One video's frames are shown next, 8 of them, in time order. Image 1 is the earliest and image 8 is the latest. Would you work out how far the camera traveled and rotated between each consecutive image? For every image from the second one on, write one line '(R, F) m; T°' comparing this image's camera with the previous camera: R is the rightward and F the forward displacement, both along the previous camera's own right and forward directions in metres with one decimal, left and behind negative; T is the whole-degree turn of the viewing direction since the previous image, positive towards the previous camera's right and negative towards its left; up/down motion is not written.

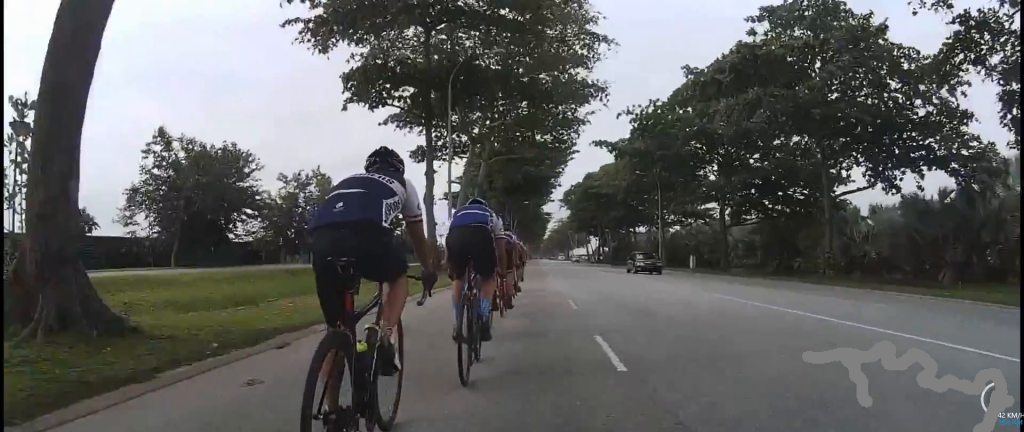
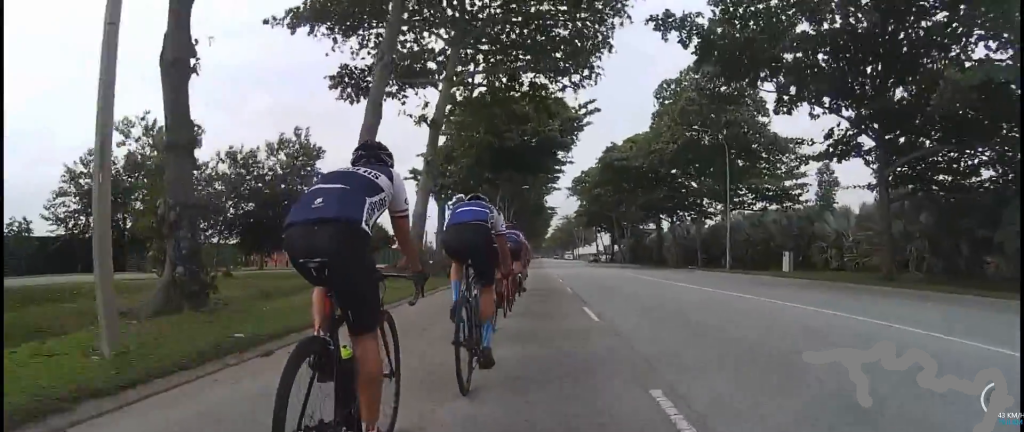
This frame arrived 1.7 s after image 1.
(-1.1, +20.8) m; -1°
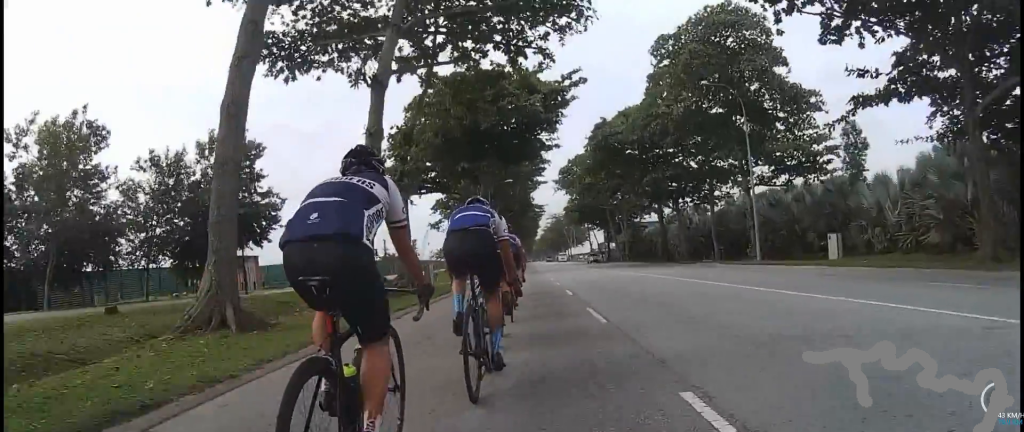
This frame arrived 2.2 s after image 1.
(+0.6, +6.6) m; +2°
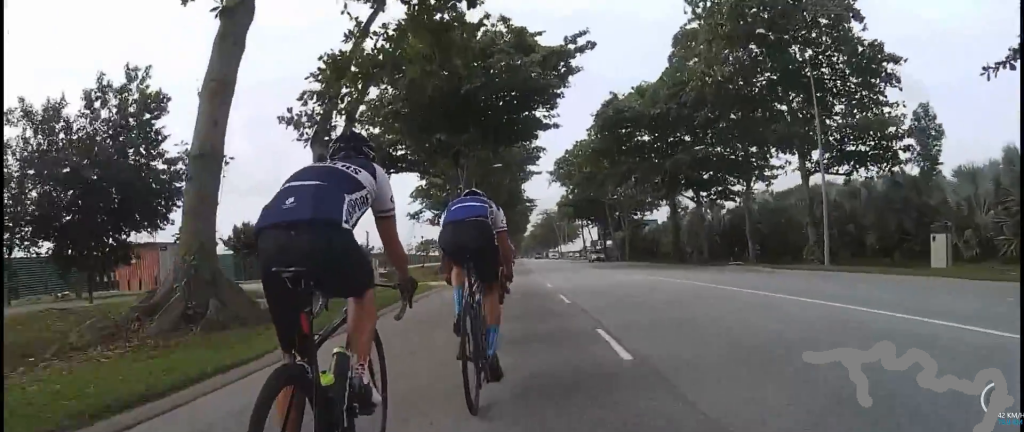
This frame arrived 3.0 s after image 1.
(-0.5, +8.8) m; 0°
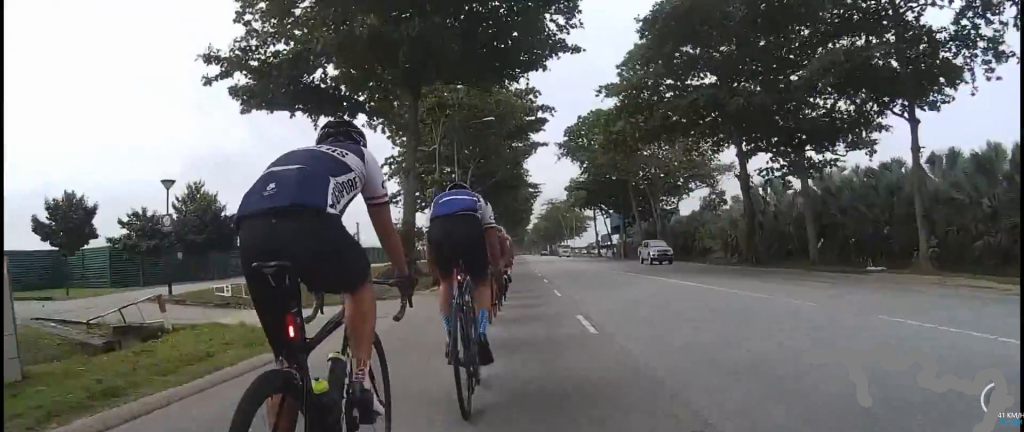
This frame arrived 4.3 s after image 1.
(+0.5, +16.0) m; 0°
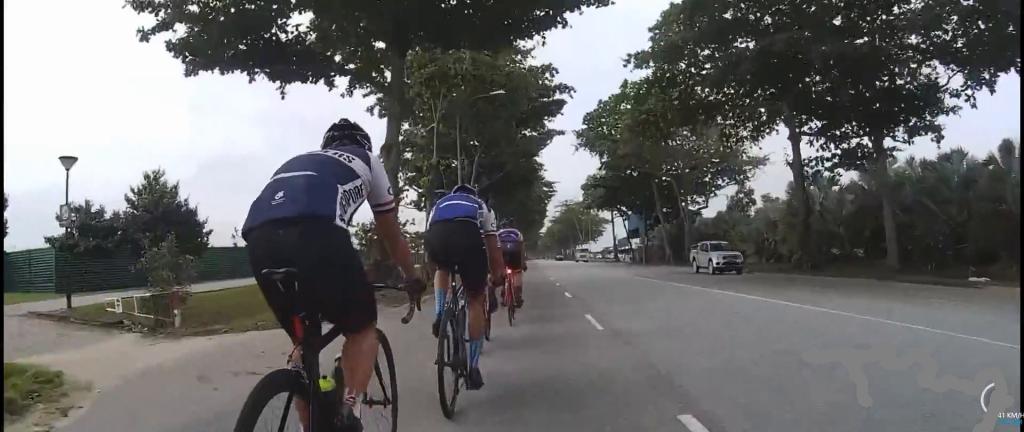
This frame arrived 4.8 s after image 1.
(-0.3, +5.5) m; 0°
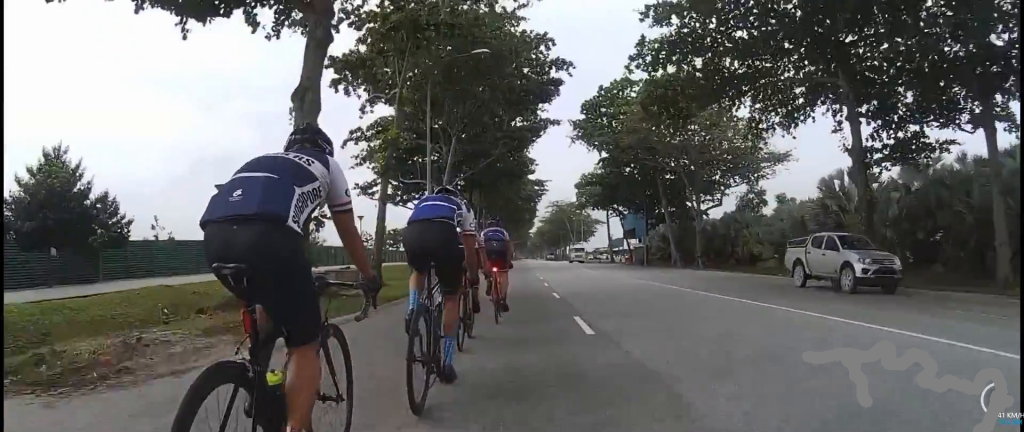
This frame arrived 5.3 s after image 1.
(-0.3, +6.8) m; 0°
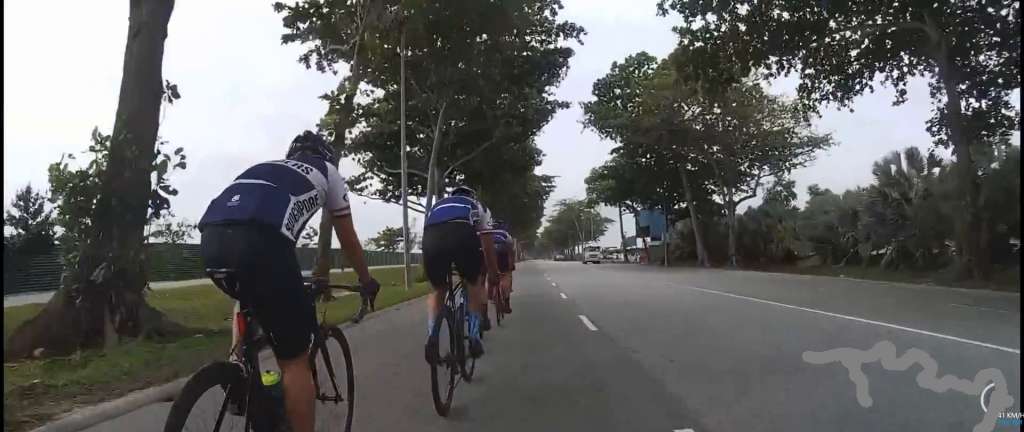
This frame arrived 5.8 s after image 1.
(+0.4, +6.1) m; -1°
